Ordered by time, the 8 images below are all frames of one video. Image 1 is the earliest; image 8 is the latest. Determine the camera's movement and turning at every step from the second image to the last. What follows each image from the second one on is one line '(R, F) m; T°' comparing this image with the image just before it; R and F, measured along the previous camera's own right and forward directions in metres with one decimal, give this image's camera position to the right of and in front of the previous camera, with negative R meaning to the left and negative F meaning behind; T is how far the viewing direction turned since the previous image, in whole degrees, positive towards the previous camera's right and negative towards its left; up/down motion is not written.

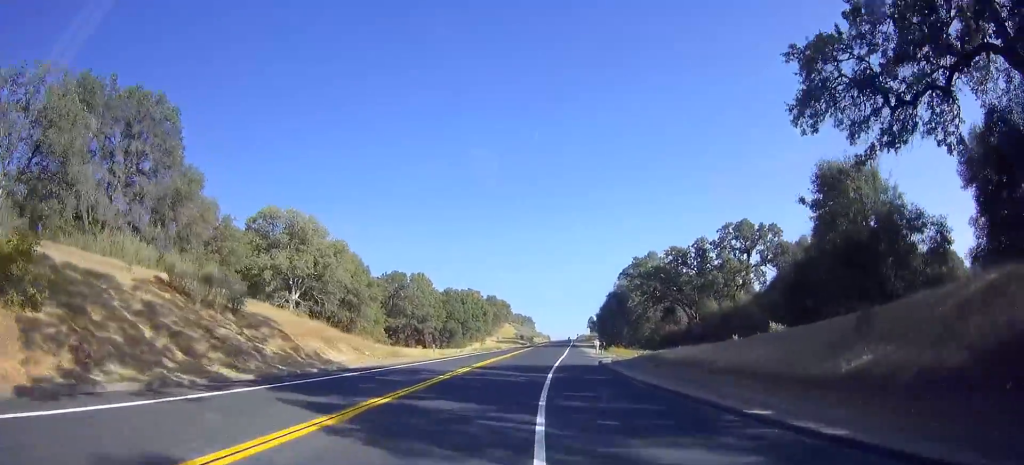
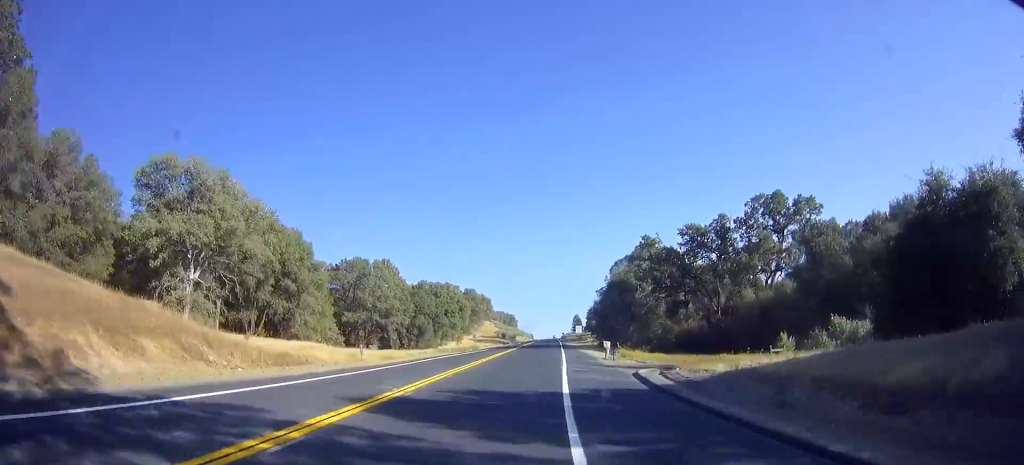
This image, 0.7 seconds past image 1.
(+0.1, +17.1) m; +2°
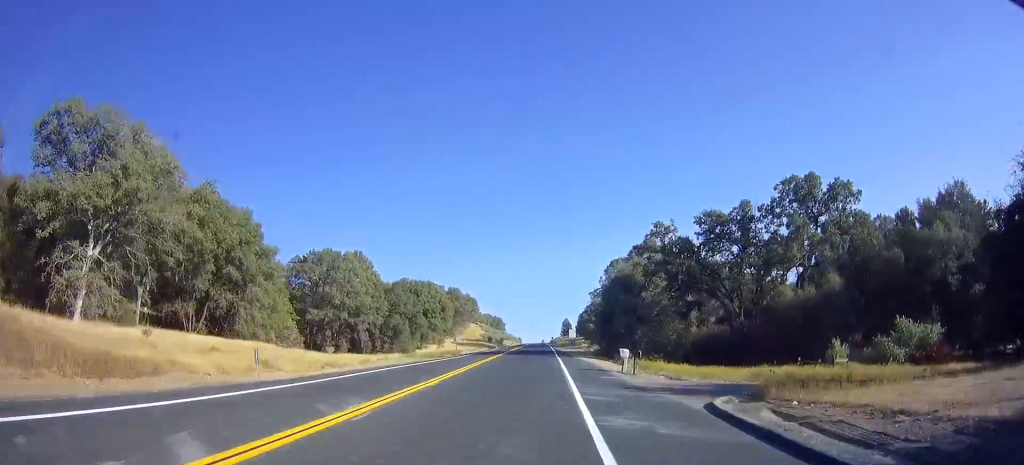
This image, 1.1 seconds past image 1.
(+0.3, +11.1) m; +1°
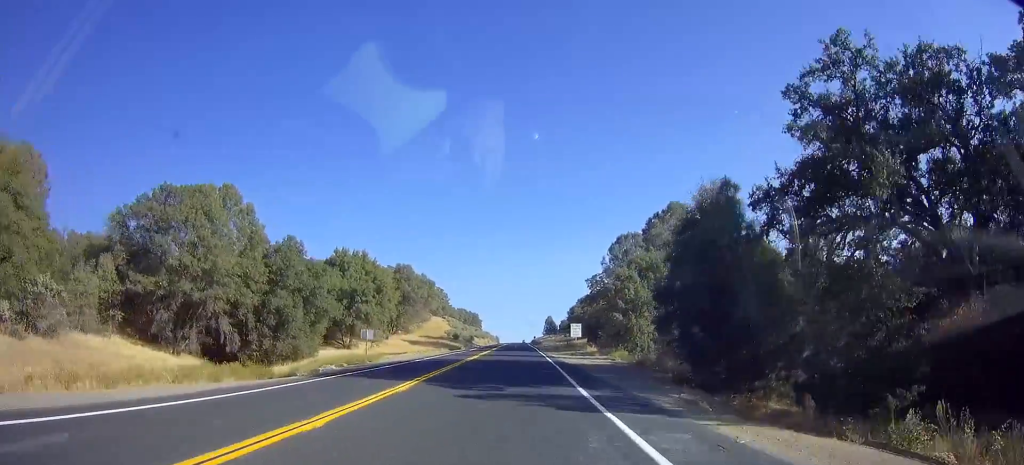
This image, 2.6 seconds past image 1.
(+0.6, +38.0) m; +1°
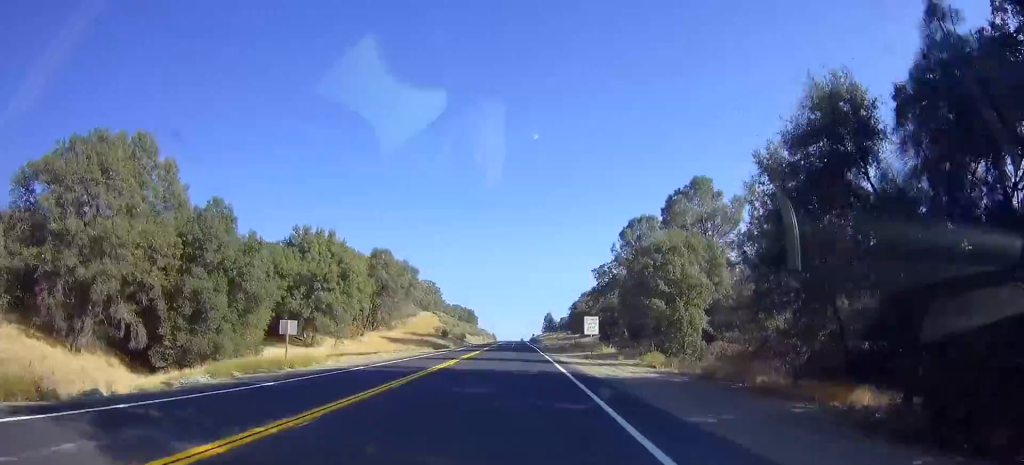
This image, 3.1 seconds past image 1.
(+0.1, +14.9) m; +1°
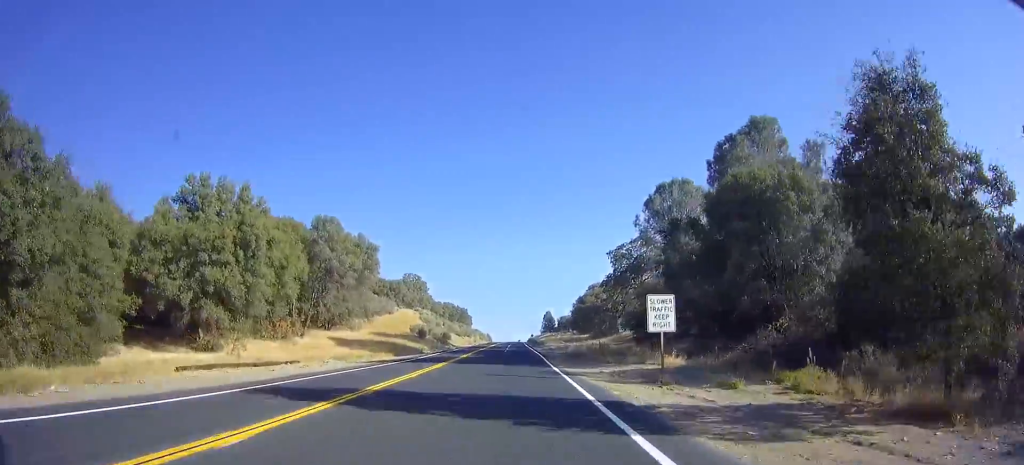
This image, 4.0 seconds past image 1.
(+0.3, +23.7) m; +1°
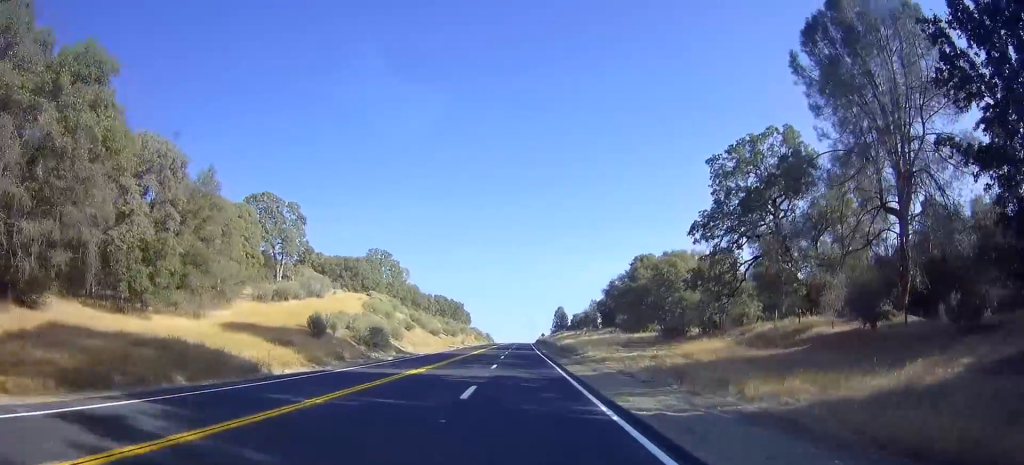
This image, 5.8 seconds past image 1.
(-0.4, +47.9) m; -1°
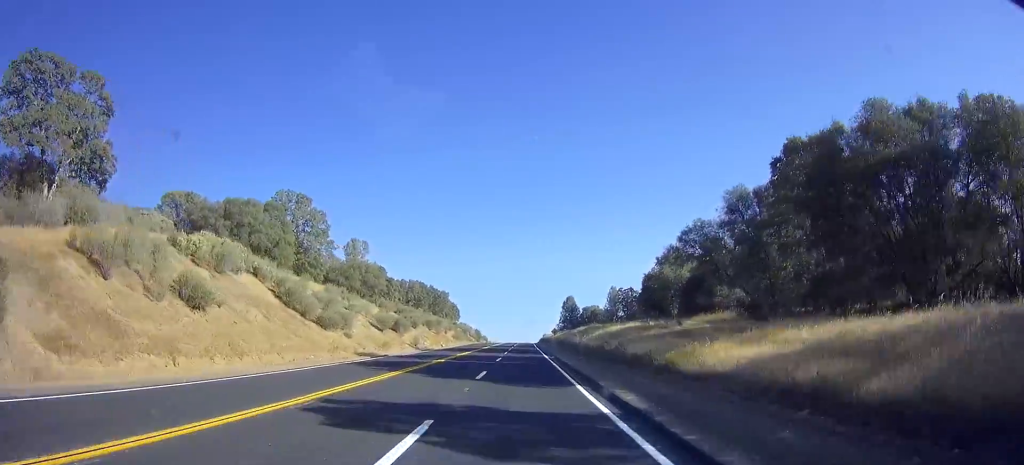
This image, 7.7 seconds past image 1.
(+0.1, +51.0) m; 0°
